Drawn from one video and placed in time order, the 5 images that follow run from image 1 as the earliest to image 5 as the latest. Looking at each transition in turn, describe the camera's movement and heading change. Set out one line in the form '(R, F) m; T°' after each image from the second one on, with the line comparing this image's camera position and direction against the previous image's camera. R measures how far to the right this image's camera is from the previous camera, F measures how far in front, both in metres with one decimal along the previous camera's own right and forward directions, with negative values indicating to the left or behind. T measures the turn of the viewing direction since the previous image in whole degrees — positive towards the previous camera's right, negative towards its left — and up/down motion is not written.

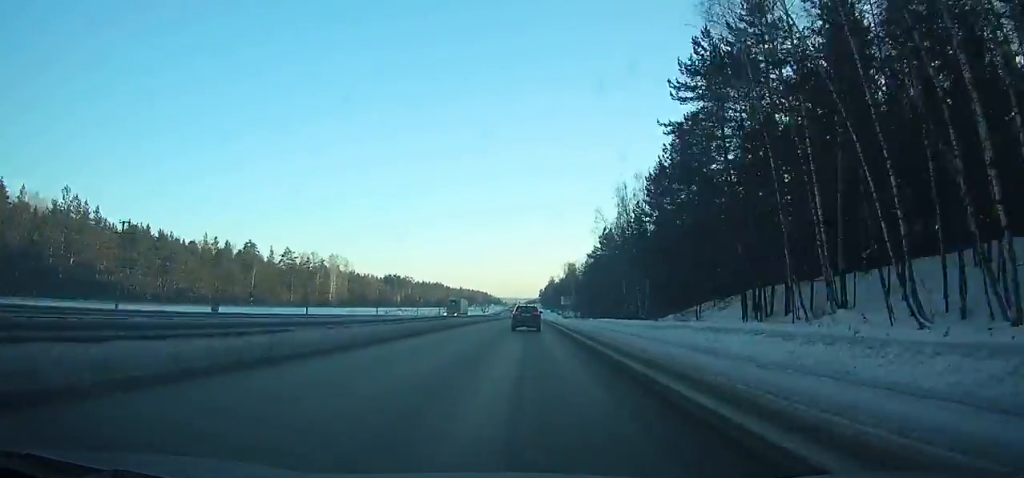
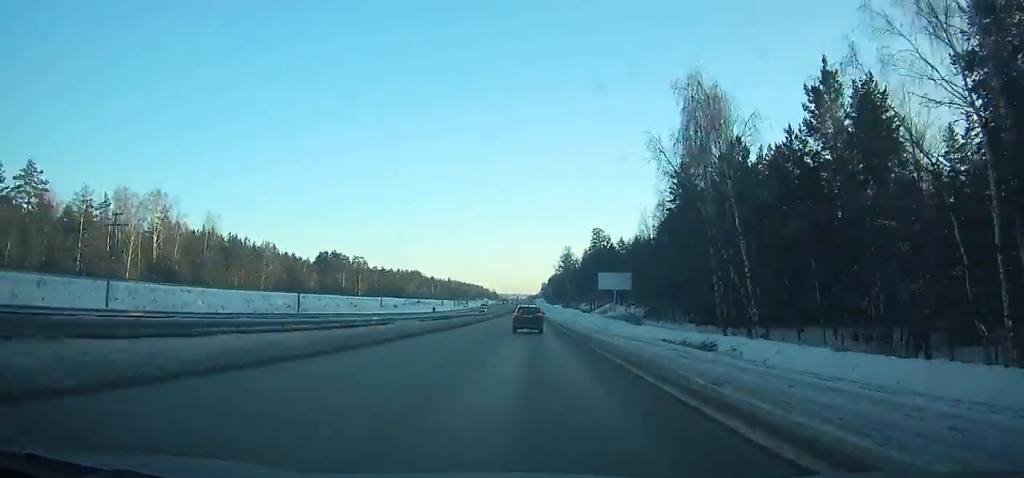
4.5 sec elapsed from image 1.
(0.0, +123.8) m; 0°
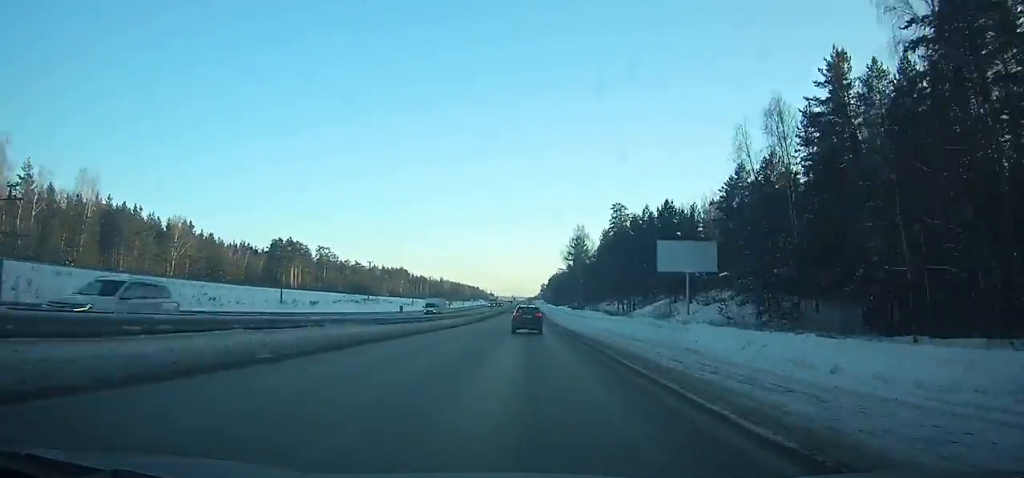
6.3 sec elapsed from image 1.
(+0.1, +49.2) m; 0°
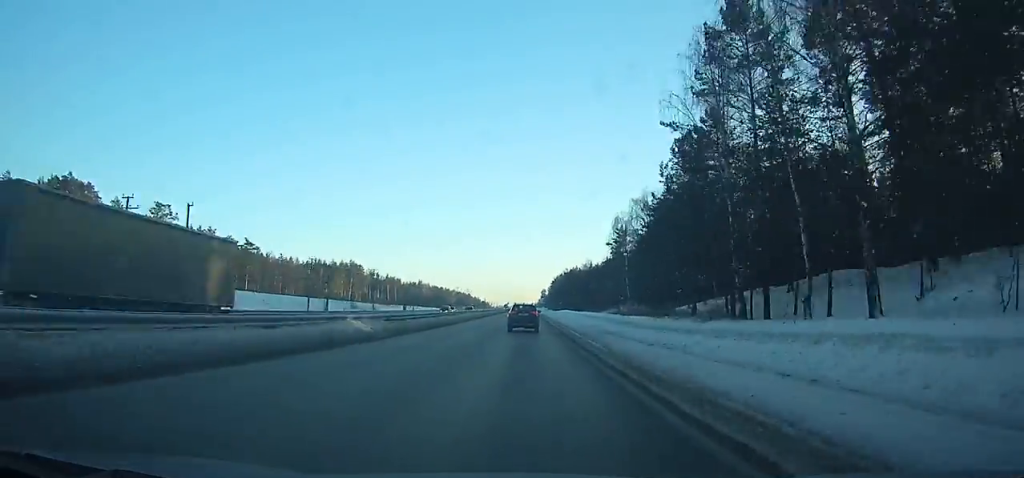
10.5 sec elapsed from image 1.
(+0.2, +114.0) m; 0°
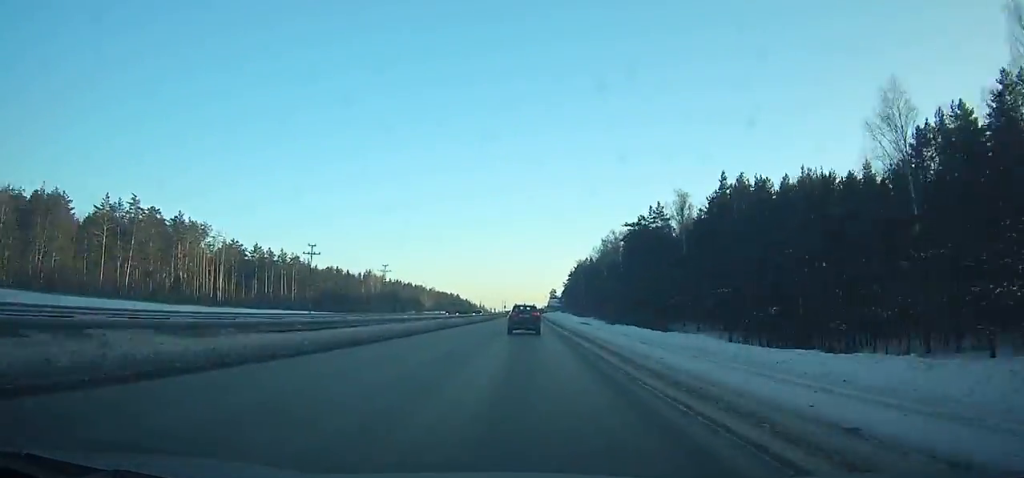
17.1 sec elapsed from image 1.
(-0.8, +175.2) m; 0°
